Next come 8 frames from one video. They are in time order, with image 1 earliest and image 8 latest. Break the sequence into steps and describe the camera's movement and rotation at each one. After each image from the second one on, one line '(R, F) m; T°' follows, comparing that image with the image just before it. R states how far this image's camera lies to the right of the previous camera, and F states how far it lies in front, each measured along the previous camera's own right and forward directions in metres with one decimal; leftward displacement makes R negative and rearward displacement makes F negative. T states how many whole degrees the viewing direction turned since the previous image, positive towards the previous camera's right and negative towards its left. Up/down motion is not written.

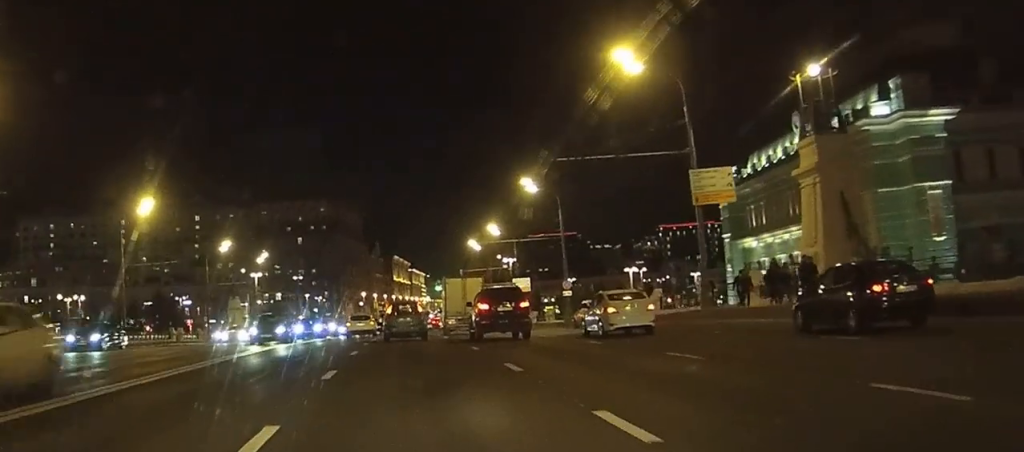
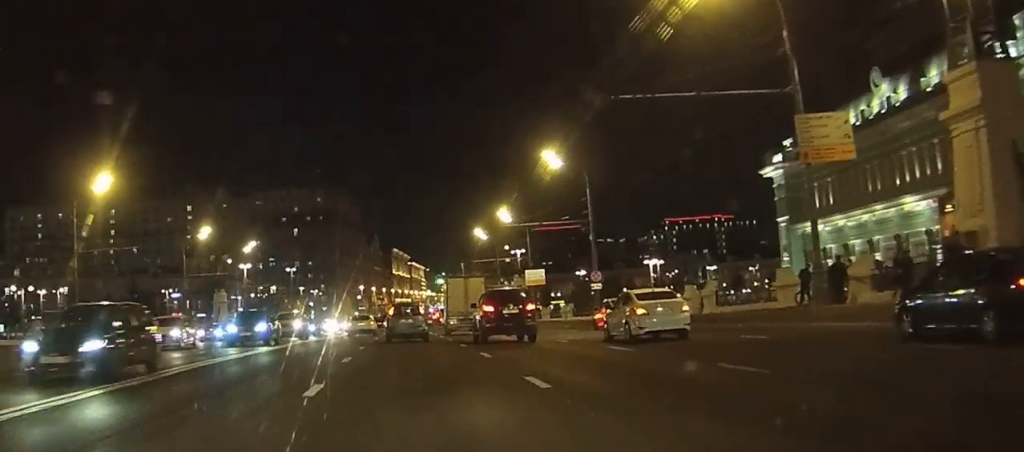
(0.0, +10.9) m; 0°
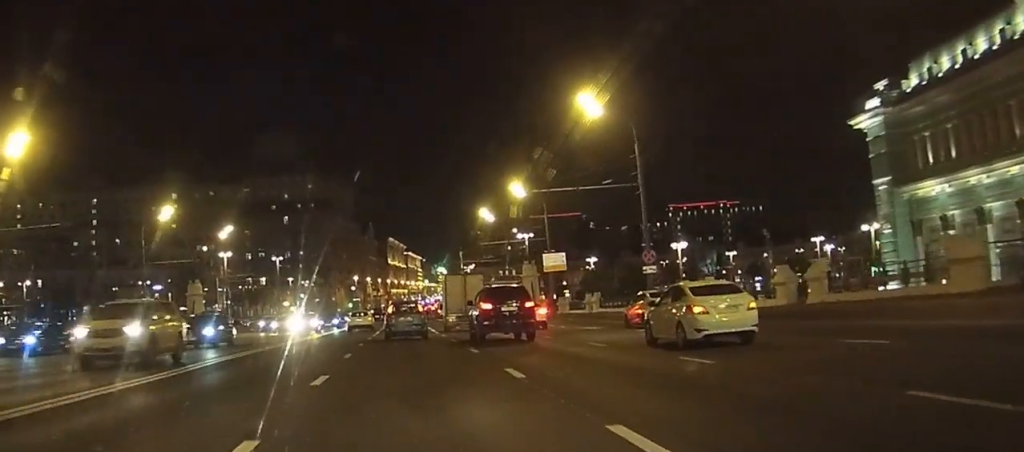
(+0.1, +14.1) m; 0°
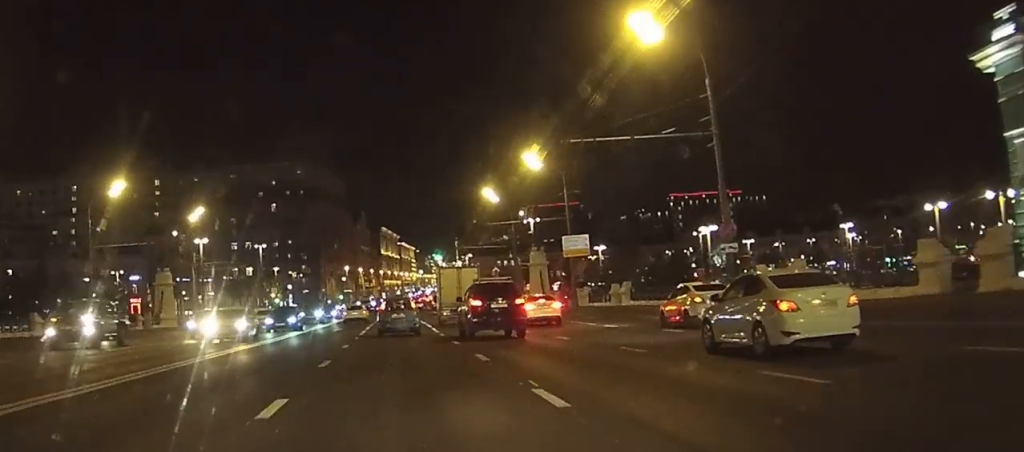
(0.0, +12.5) m; 0°
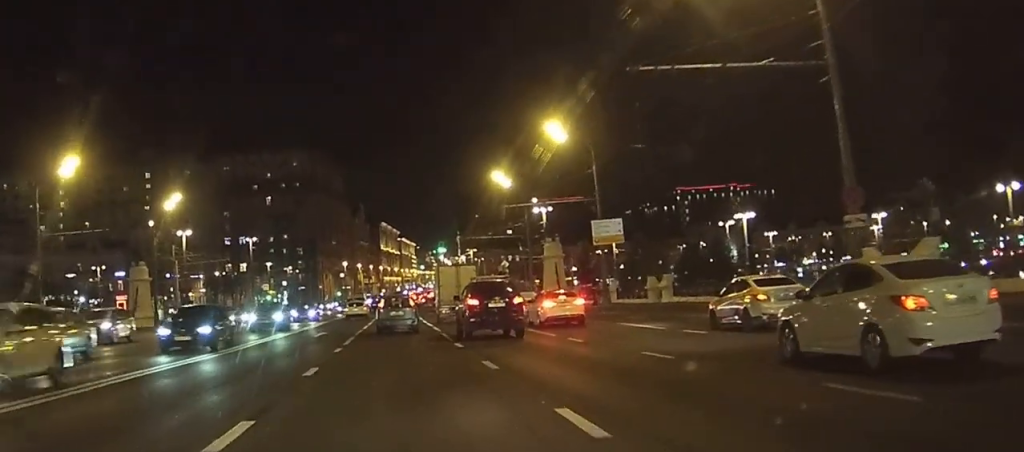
(-0.1, +10.2) m; 0°
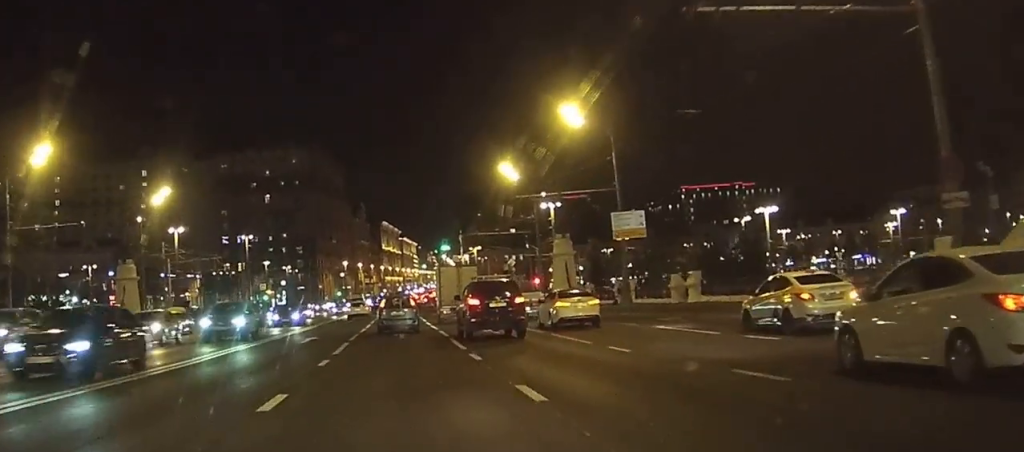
(0.0, +4.9) m; 0°
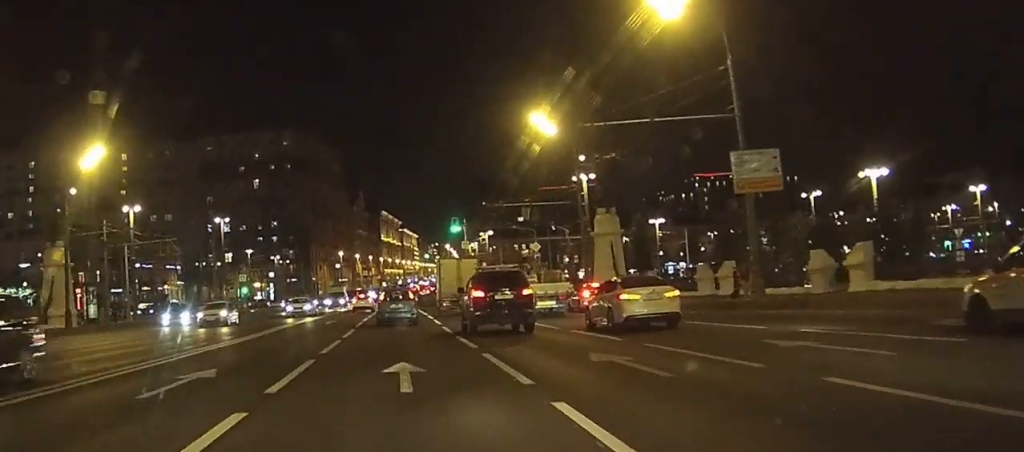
(0.0, +19.0) m; 0°
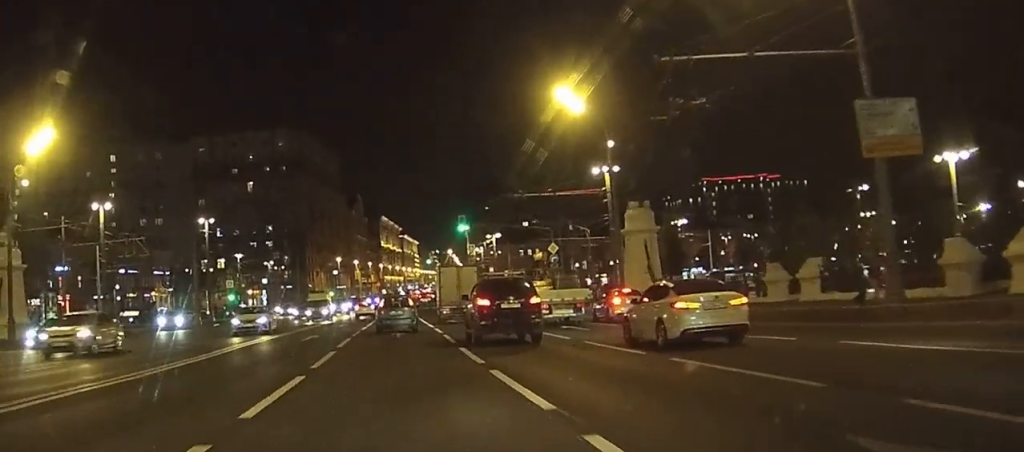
(0.0, +9.6) m; 0°
